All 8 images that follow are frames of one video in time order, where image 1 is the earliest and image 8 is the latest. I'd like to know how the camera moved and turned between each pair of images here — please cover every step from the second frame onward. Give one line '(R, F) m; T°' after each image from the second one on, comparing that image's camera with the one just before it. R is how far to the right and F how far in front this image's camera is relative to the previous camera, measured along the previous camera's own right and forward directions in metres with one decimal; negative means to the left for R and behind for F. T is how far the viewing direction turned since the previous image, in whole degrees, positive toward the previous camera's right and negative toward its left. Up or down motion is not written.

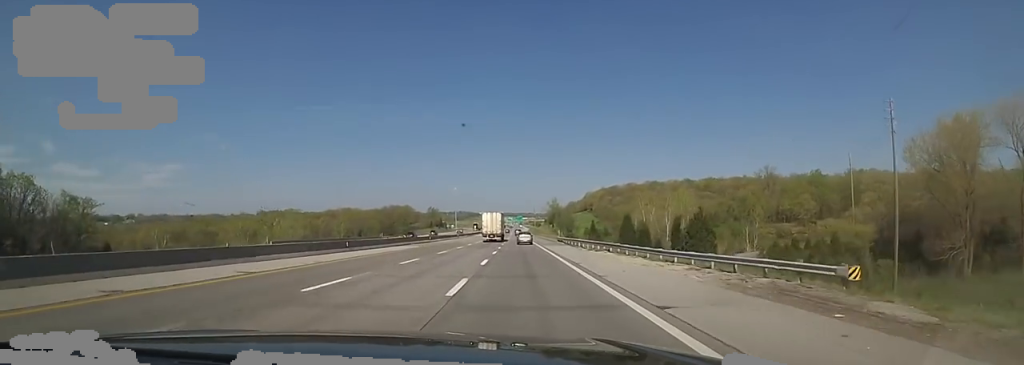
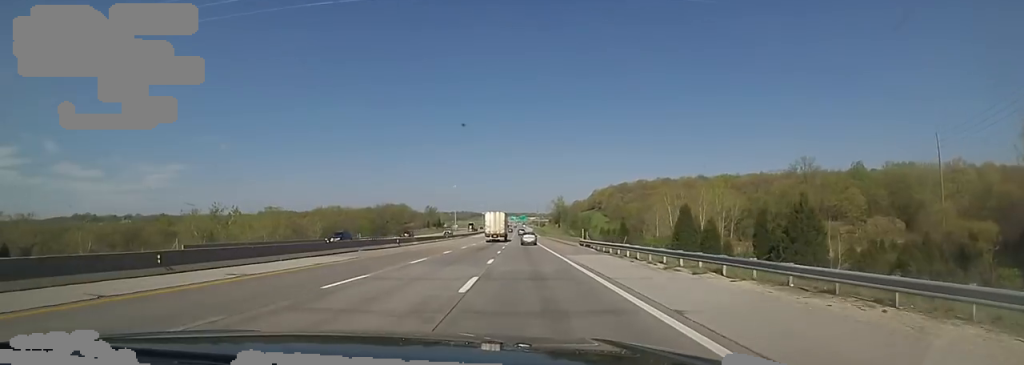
(0.0, +19.1) m; 0°
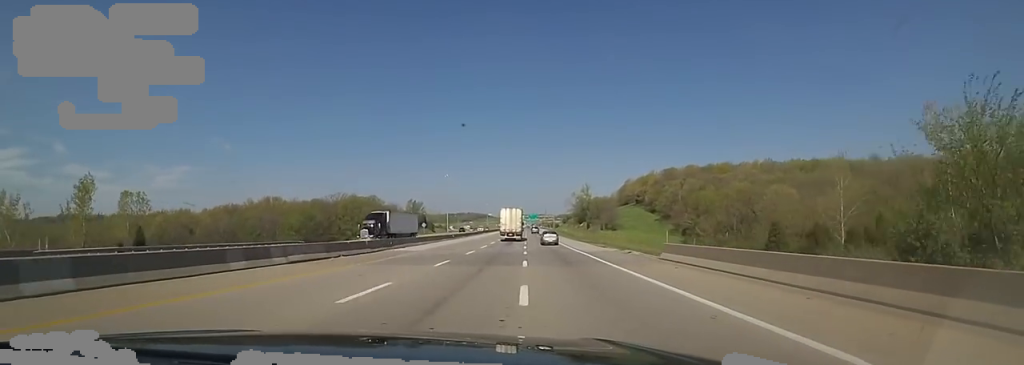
(-0.1, +71.9) m; -1°
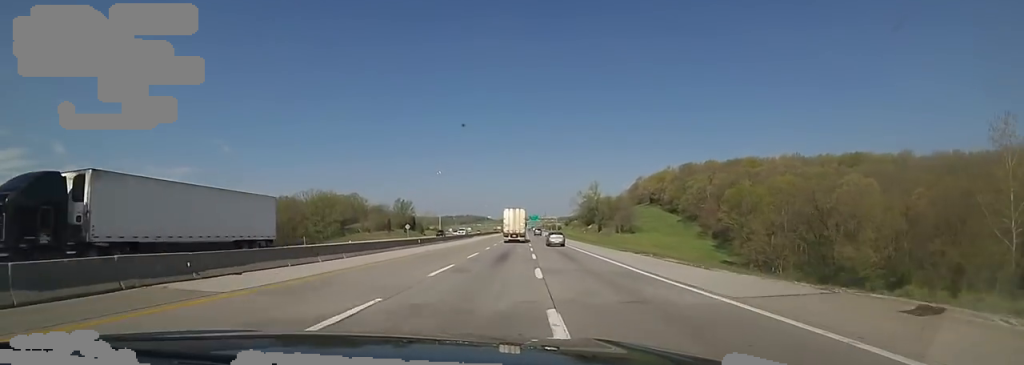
(-0.1, +23.6) m; -1°
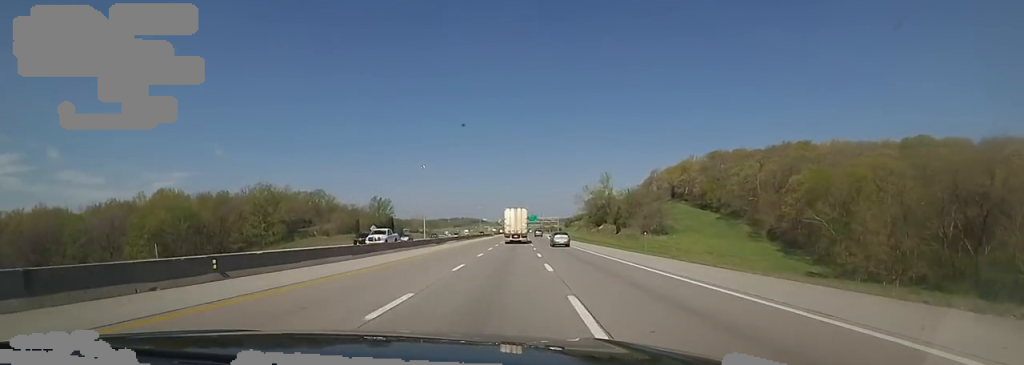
(-0.9, +30.3) m; 0°
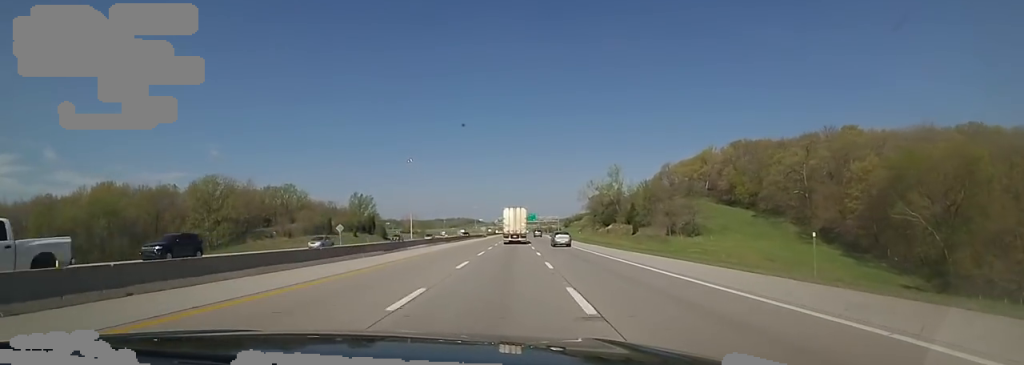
(+0.8, +19.0) m; +2°
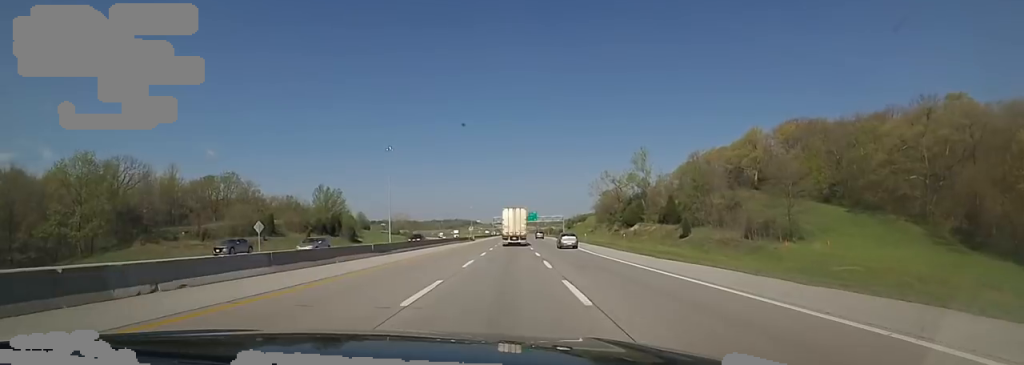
(+0.4, +29.1) m; +1°
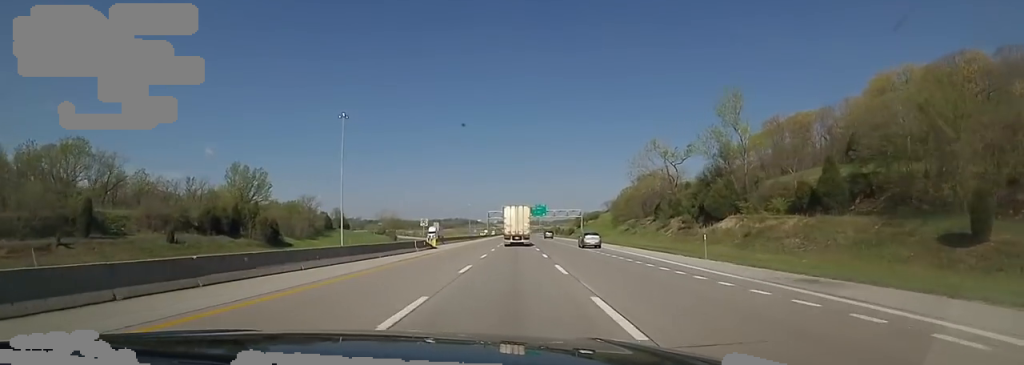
(0.0, +44.4) m; 0°
